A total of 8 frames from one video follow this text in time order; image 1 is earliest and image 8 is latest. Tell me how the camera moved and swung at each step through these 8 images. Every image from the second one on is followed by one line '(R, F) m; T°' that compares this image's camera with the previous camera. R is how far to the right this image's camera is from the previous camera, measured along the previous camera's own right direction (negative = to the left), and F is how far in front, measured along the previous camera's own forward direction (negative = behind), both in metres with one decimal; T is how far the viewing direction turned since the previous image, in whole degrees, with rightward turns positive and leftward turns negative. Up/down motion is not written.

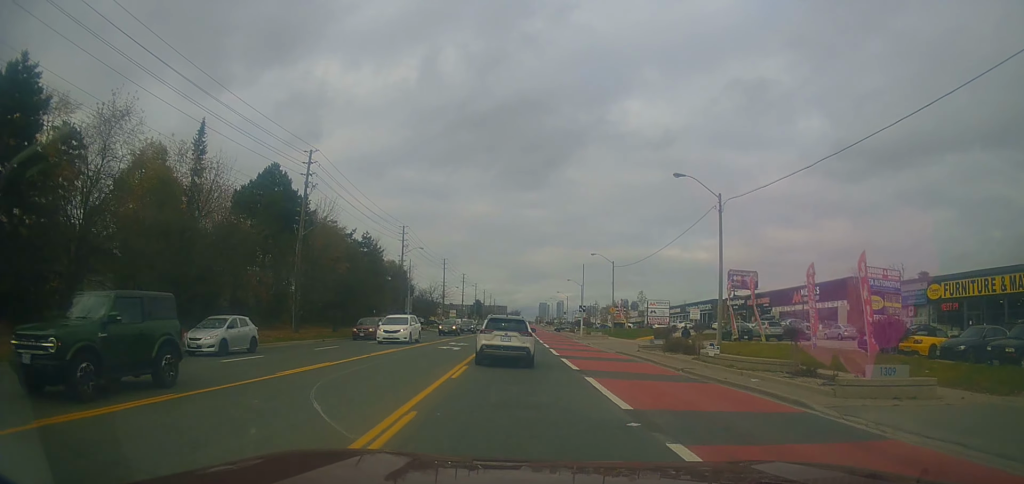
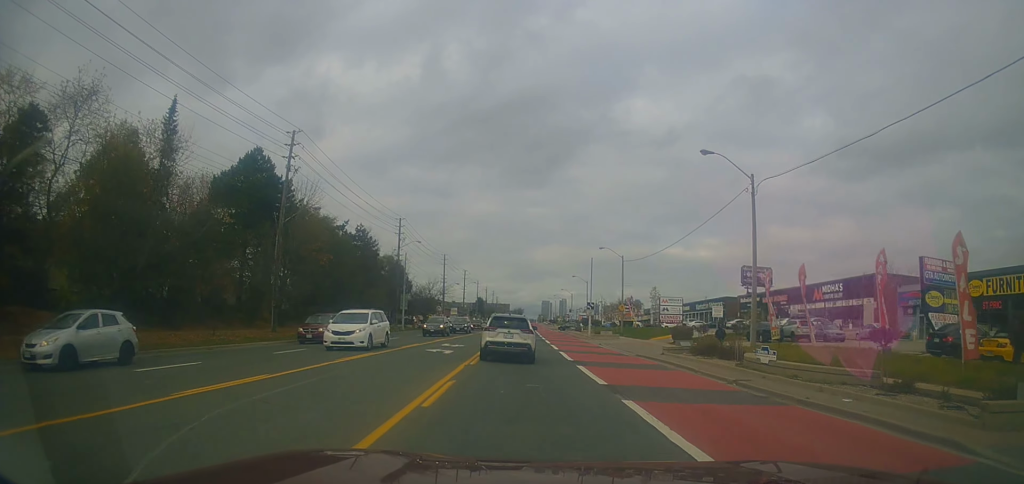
(0.0, +5.0) m; +1°
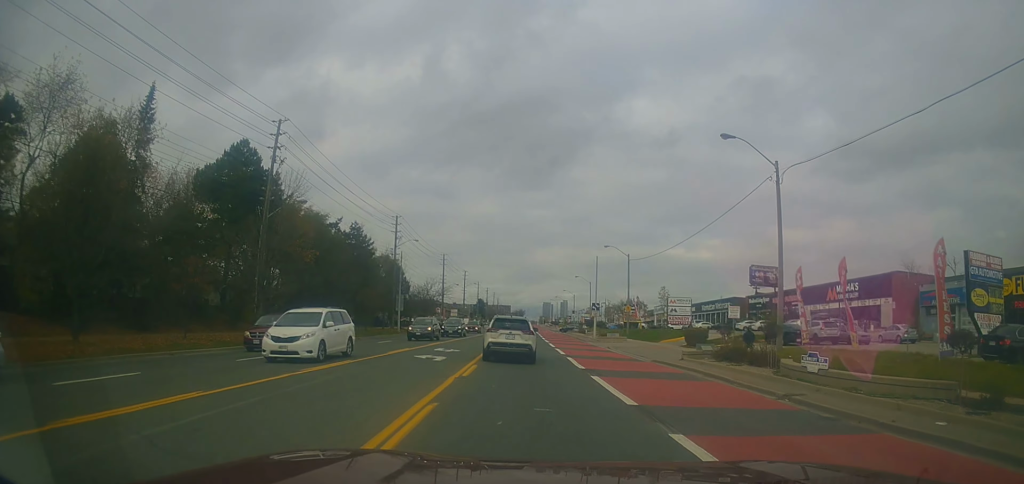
(+0.1, +3.3) m; -1°
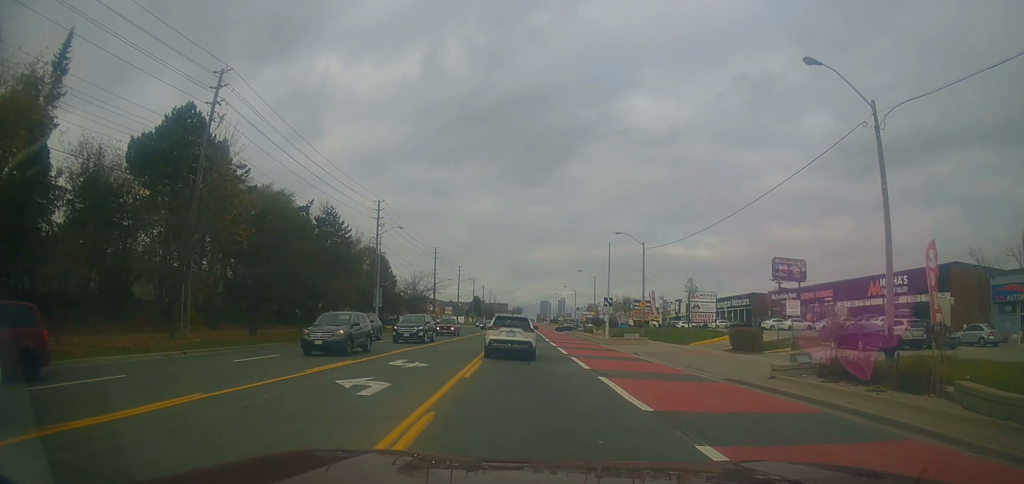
(-0.4, +9.5) m; -1°
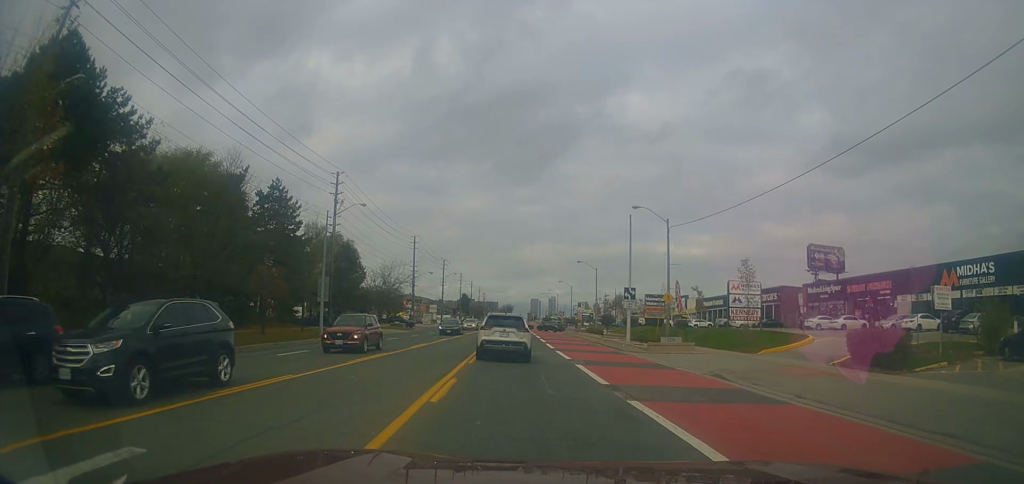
(-0.3, +14.2) m; -3°
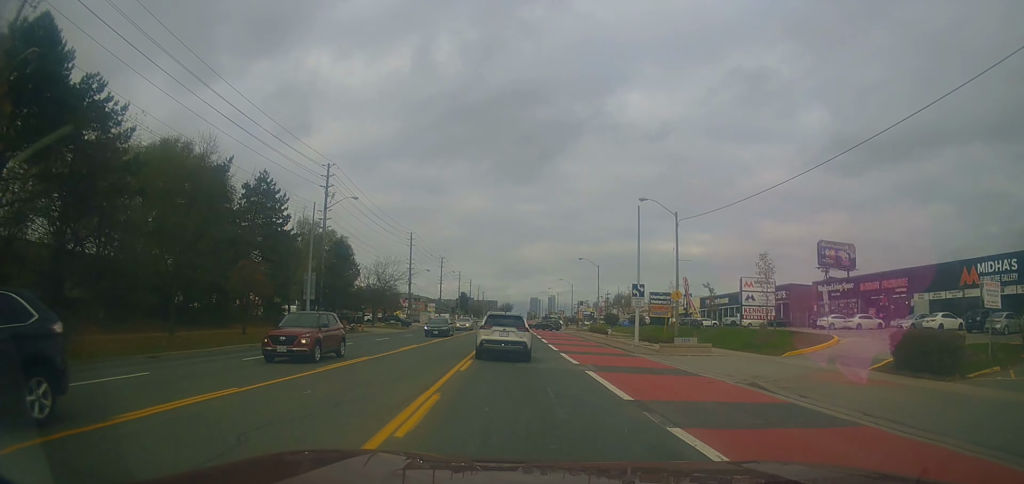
(+0.1, +3.1) m; +2°
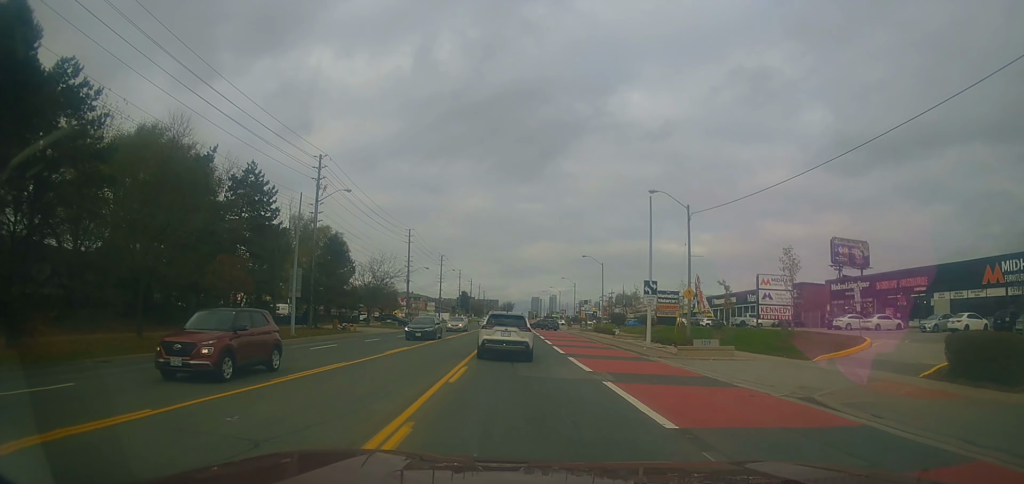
(+0.1, +3.3) m; +2°
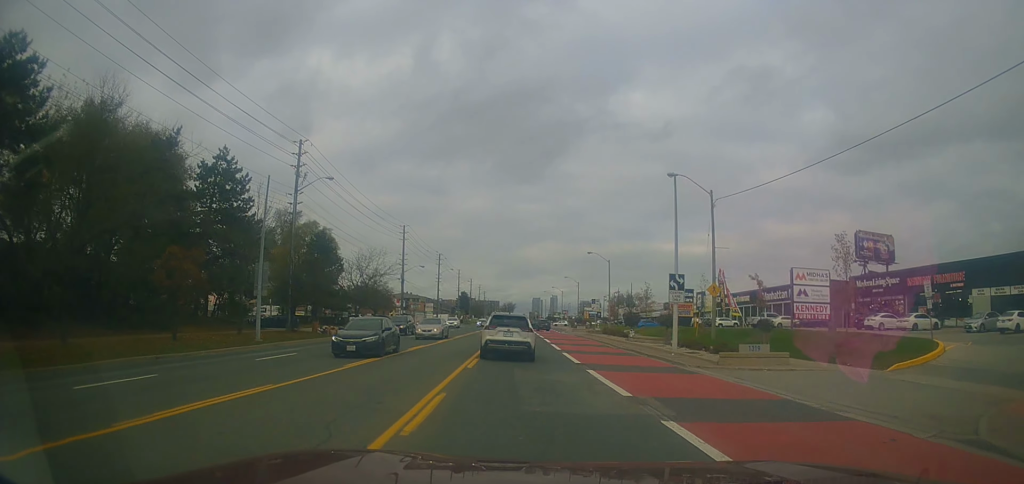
(+0.2, +6.0) m; +2°
